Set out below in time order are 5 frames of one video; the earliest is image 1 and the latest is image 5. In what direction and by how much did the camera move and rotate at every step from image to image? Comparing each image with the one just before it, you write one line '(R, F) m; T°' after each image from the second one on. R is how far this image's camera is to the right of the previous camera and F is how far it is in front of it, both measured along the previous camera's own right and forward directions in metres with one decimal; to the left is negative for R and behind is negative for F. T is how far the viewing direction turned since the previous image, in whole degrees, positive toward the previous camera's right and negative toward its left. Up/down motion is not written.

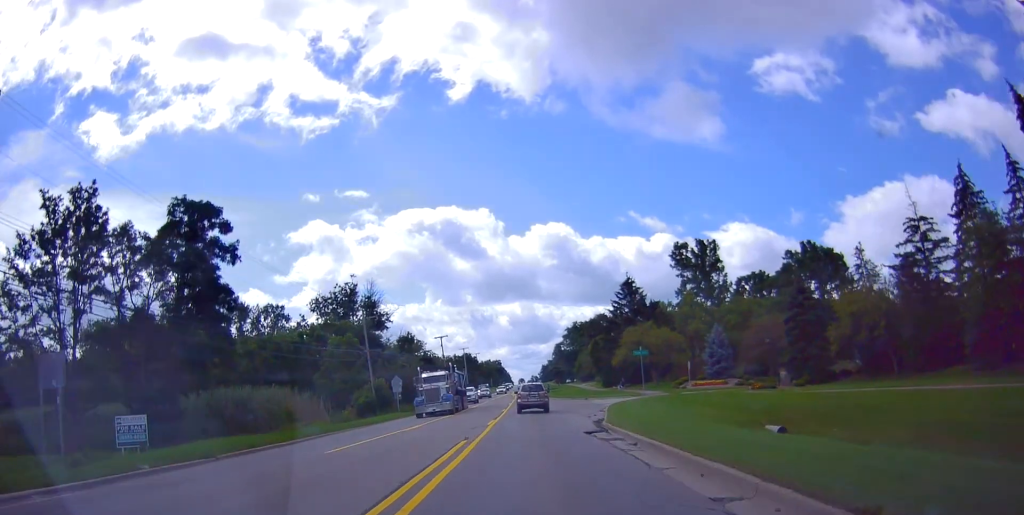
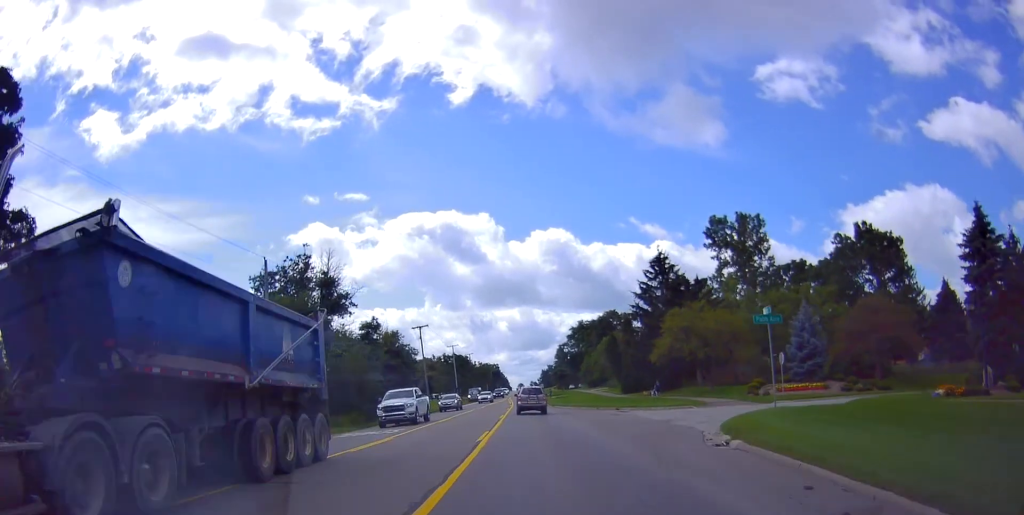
(-0.2, +19.6) m; -2°
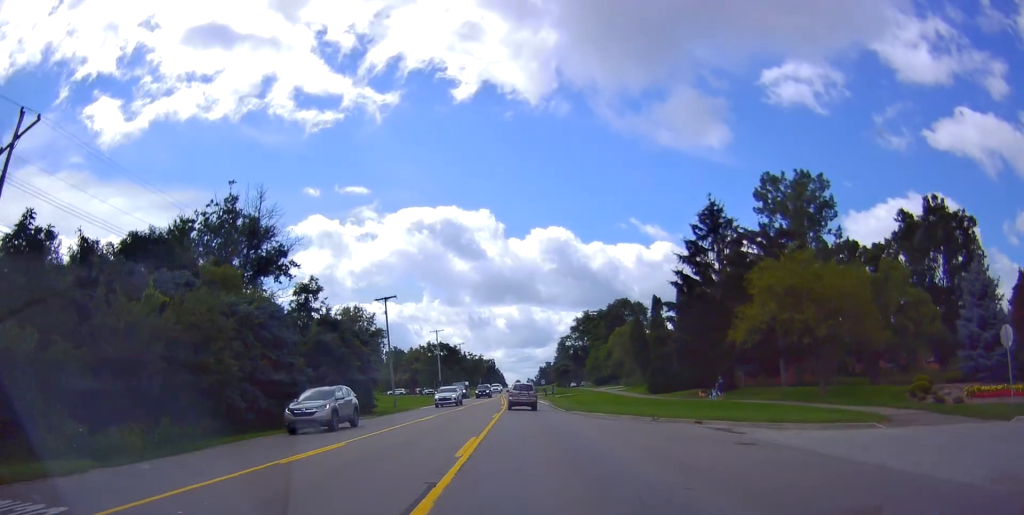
(-0.1, +19.0) m; -1°
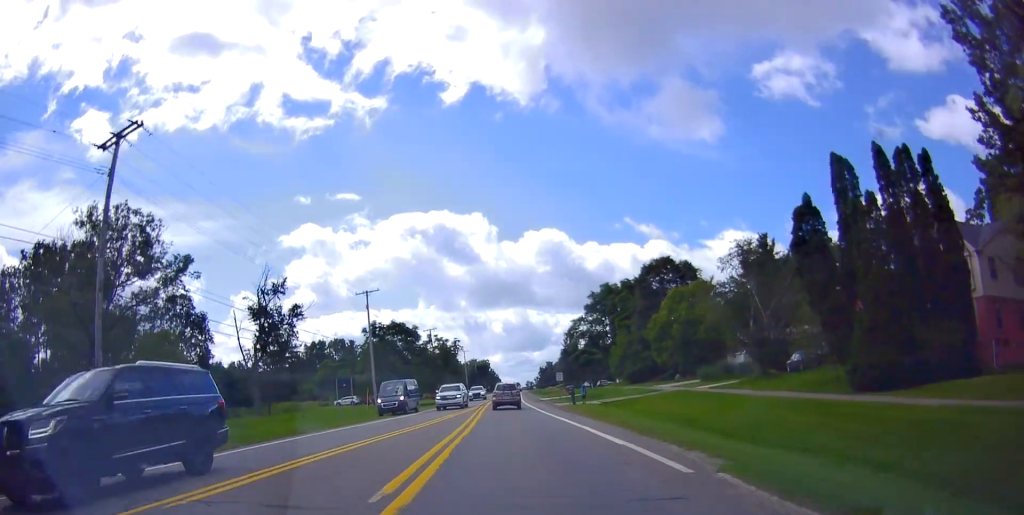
(-0.2, +43.4) m; -1°
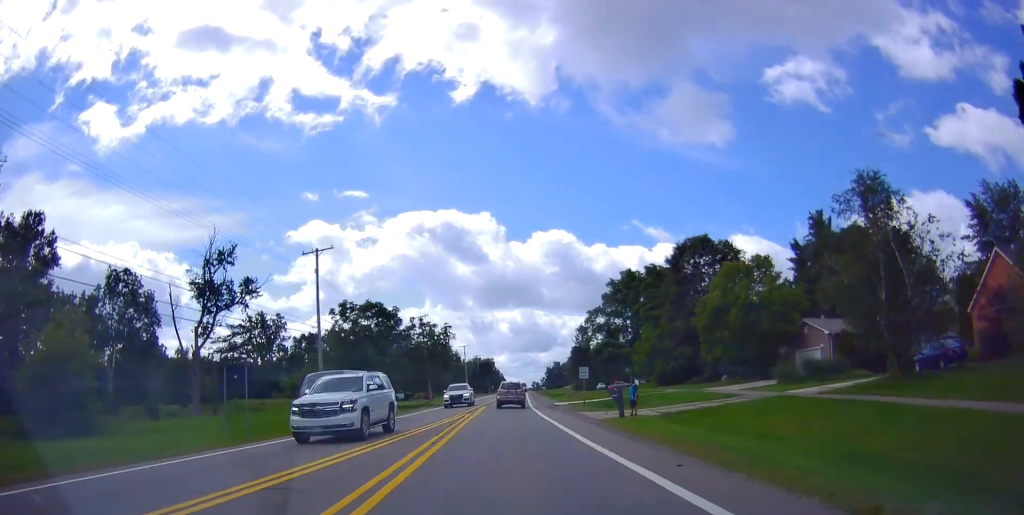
(-0.5, +16.5) m; 0°
